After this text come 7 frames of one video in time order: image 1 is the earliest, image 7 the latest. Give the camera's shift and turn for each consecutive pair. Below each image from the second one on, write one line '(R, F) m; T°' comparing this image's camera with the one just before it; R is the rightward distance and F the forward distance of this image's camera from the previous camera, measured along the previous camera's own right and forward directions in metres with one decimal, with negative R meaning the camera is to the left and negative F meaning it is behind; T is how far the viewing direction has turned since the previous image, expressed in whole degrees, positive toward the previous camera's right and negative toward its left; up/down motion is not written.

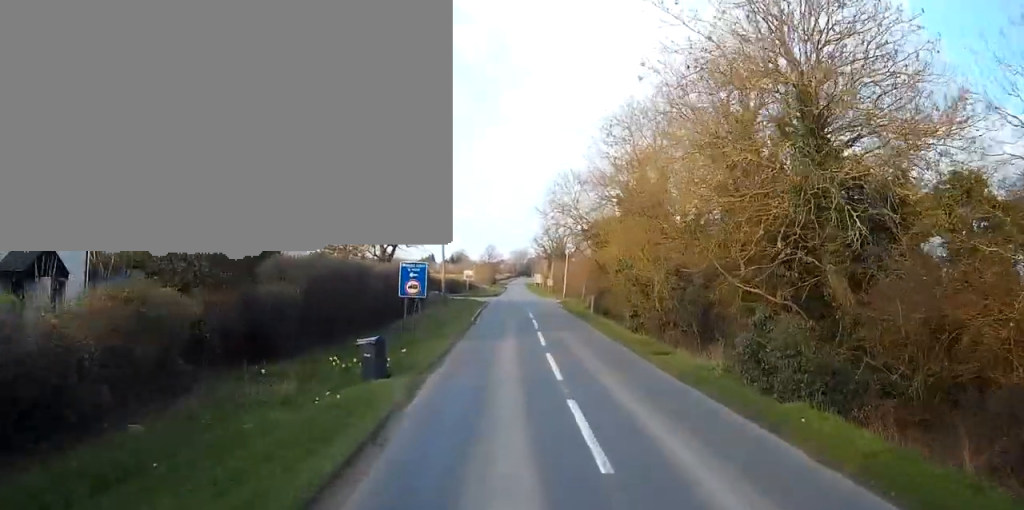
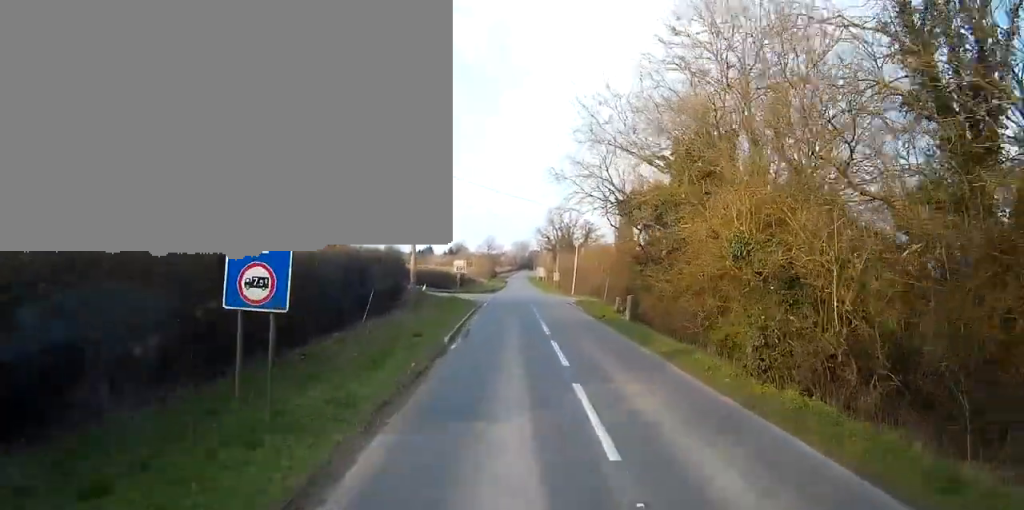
(0.0, +15.6) m; 0°
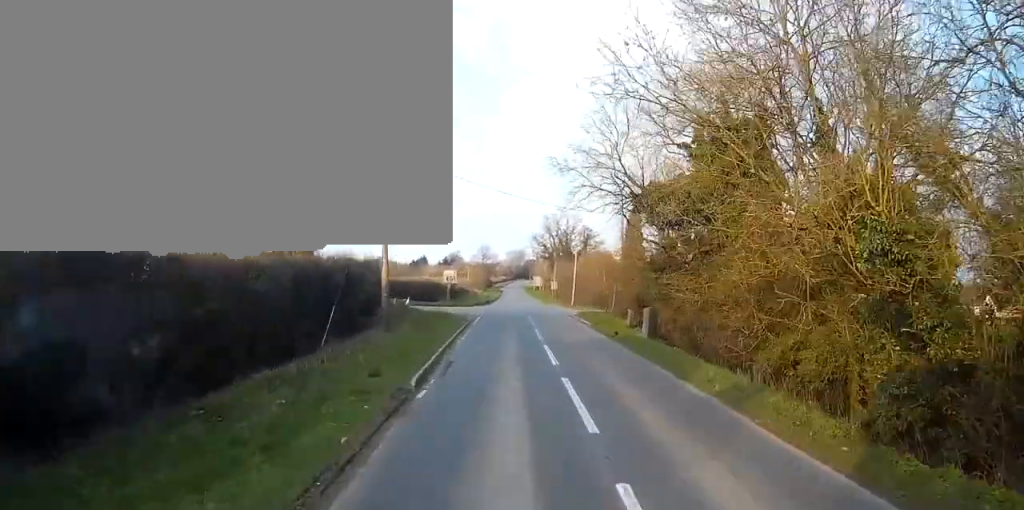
(0.0, +6.1) m; 0°
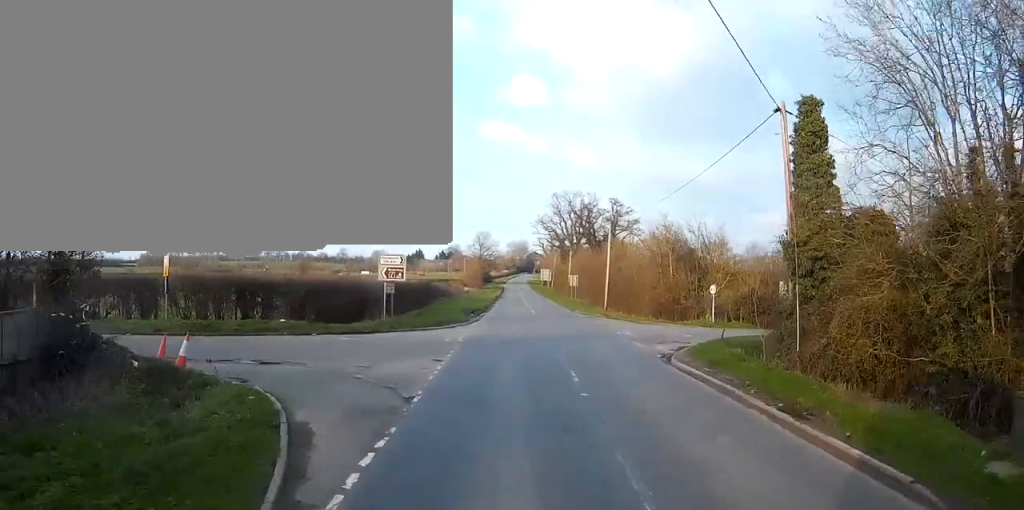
(0.0, +30.6) m; 0°
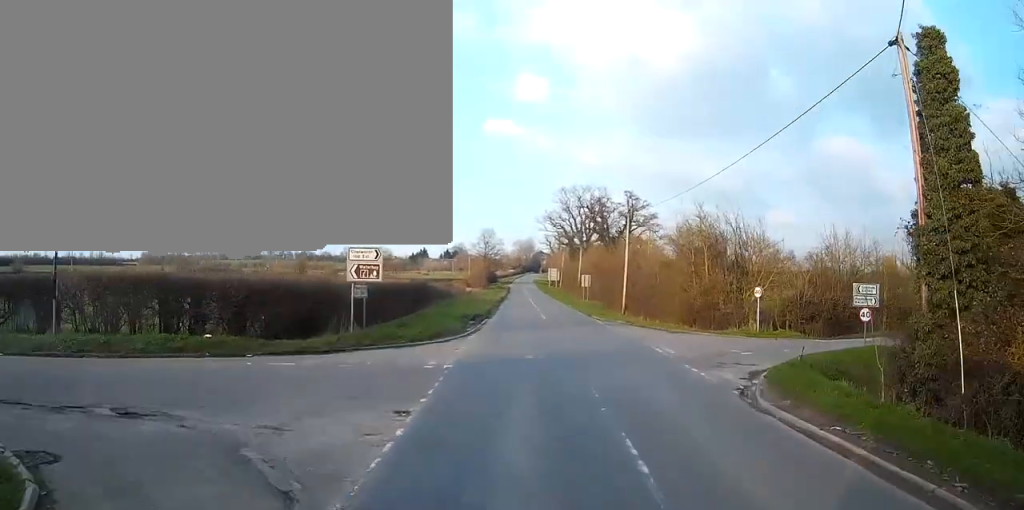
(0.0, +7.4) m; +1°
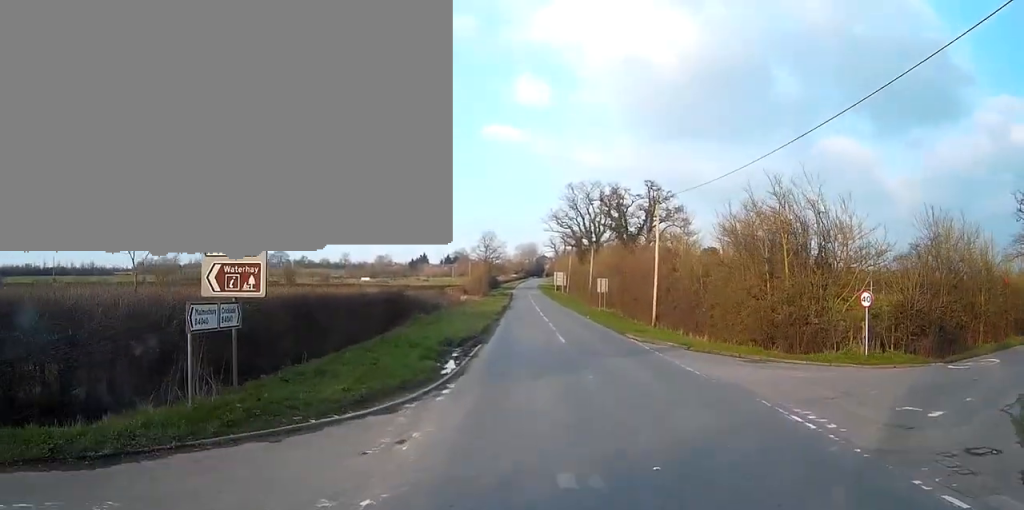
(+0.6, +13.1) m; +6°
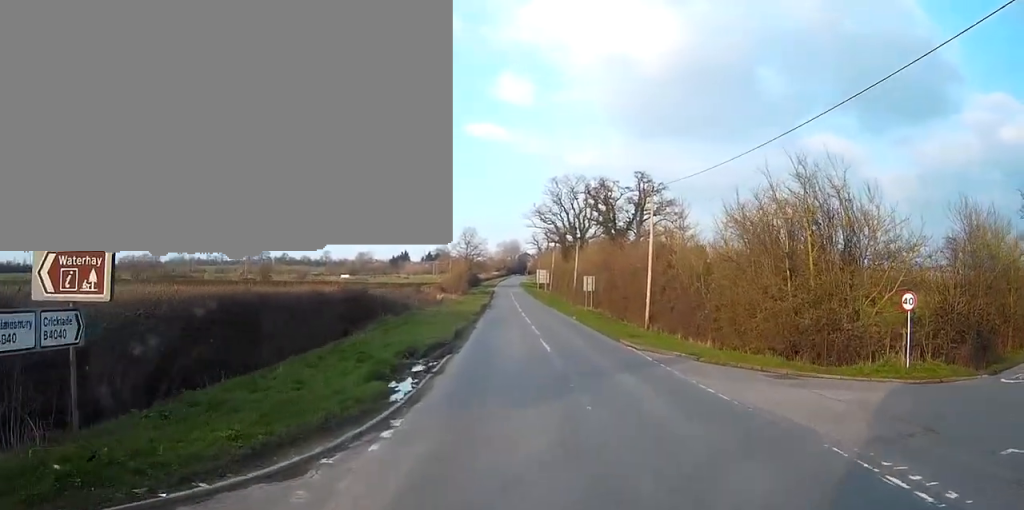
(+0.1, +4.8) m; +2°
